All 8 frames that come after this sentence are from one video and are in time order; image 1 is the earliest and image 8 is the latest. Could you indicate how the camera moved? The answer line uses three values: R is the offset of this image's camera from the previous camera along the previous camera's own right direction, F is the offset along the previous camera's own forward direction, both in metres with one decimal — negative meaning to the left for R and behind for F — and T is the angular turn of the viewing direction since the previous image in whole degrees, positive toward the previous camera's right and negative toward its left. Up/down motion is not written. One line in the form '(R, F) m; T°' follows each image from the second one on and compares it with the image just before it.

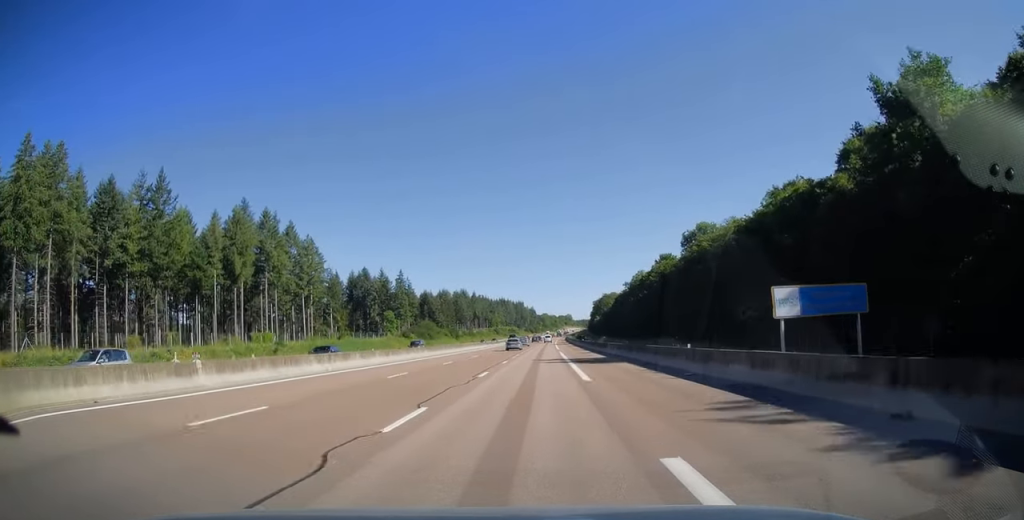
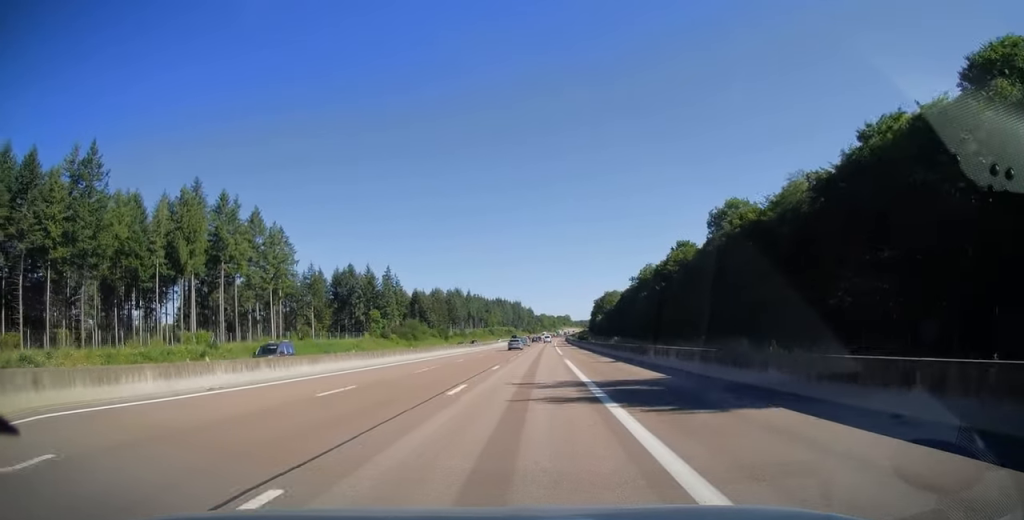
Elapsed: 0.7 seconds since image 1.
(0.0, +19.6) m; 0°
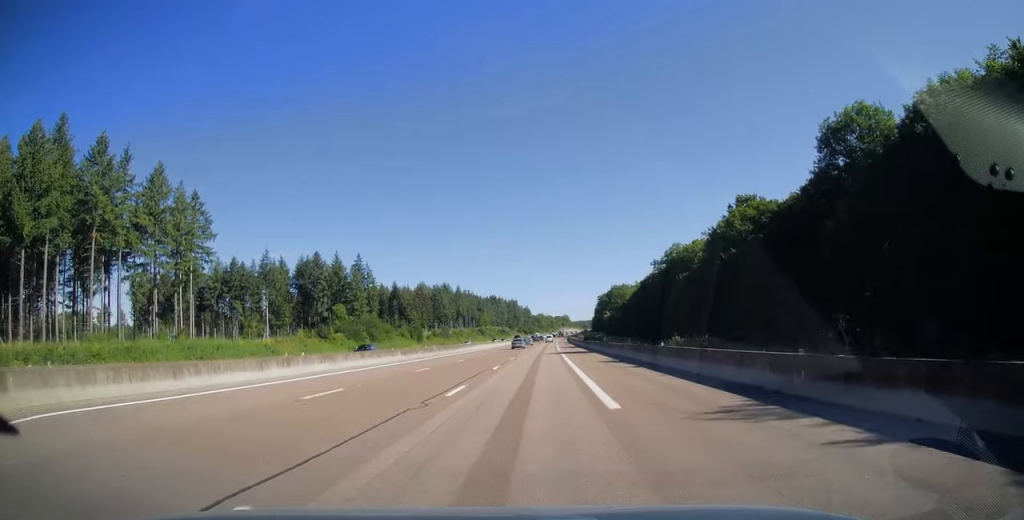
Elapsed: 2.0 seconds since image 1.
(+0.1, +39.8) m; 0°
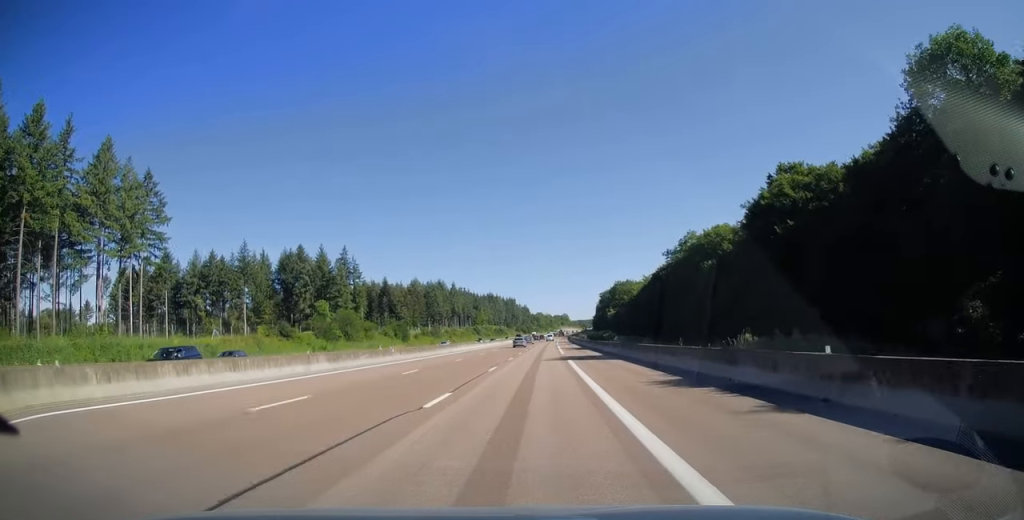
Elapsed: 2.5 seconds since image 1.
(0.0, +15.6) m; 0°
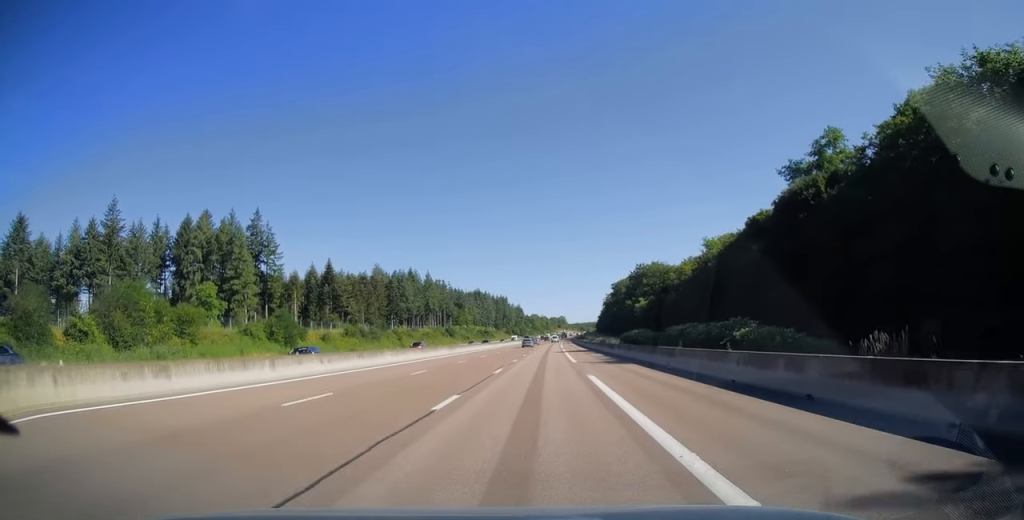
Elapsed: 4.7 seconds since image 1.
(+0.3, +65.4) m; 0°
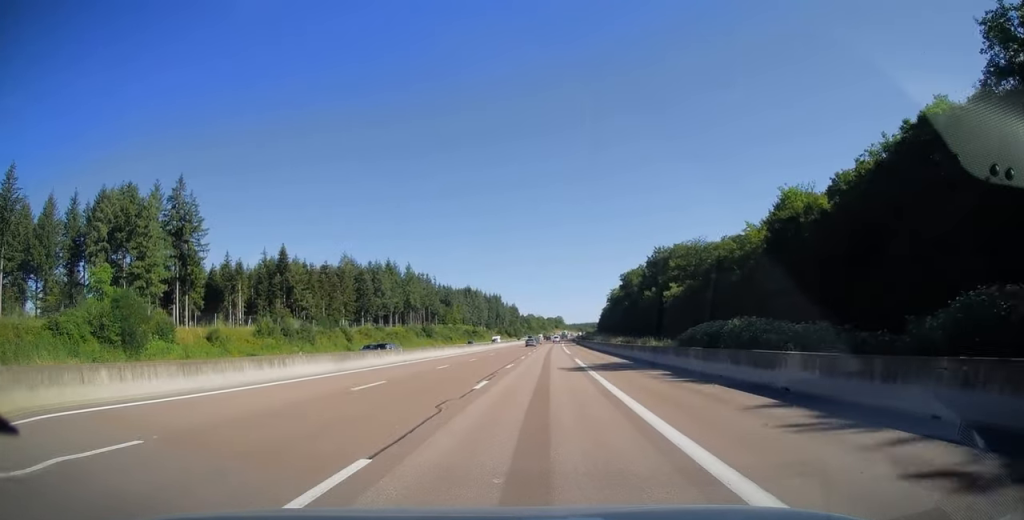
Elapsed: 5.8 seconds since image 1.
(+0.1, +34.2) m; 0°
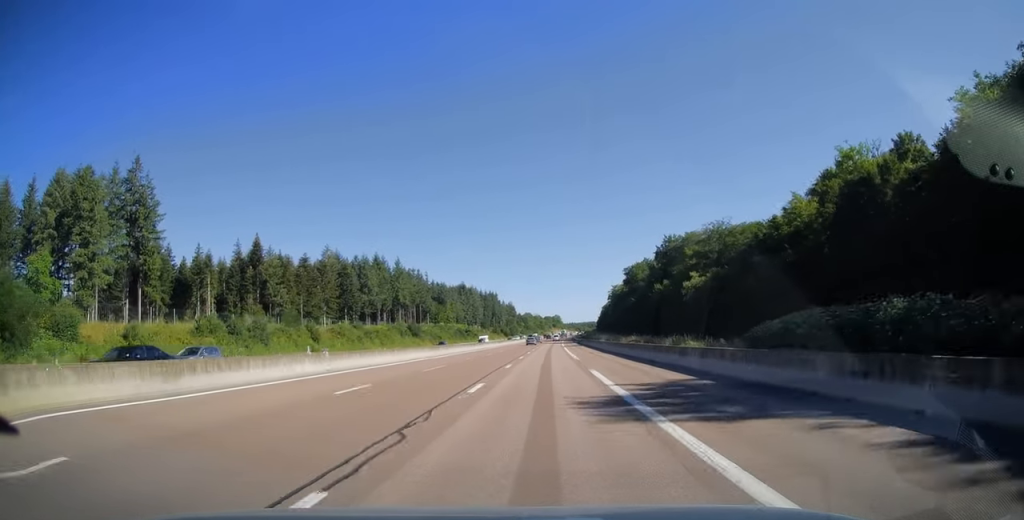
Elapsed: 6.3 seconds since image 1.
(+0.1, +14.6) m; 0°
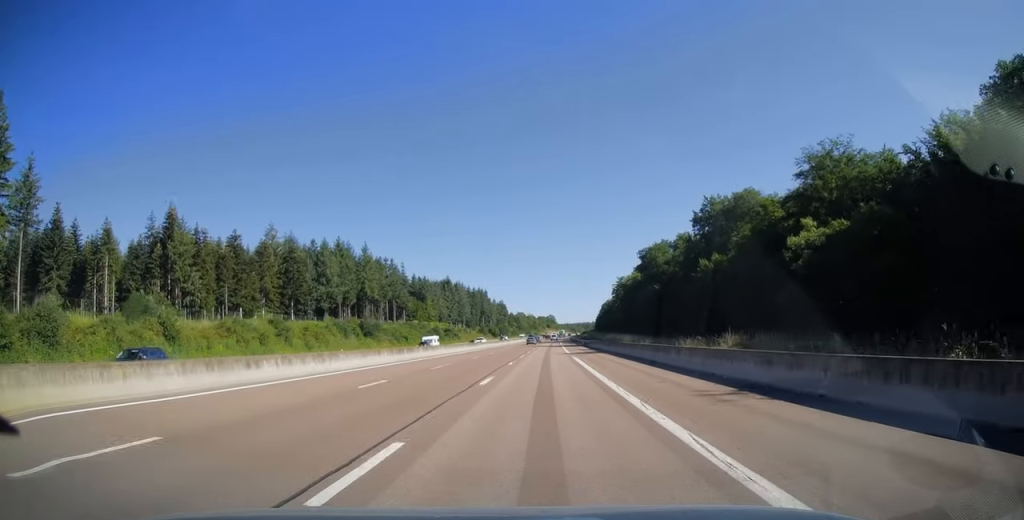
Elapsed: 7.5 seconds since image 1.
(+0.1, +36.7) m; +1°
